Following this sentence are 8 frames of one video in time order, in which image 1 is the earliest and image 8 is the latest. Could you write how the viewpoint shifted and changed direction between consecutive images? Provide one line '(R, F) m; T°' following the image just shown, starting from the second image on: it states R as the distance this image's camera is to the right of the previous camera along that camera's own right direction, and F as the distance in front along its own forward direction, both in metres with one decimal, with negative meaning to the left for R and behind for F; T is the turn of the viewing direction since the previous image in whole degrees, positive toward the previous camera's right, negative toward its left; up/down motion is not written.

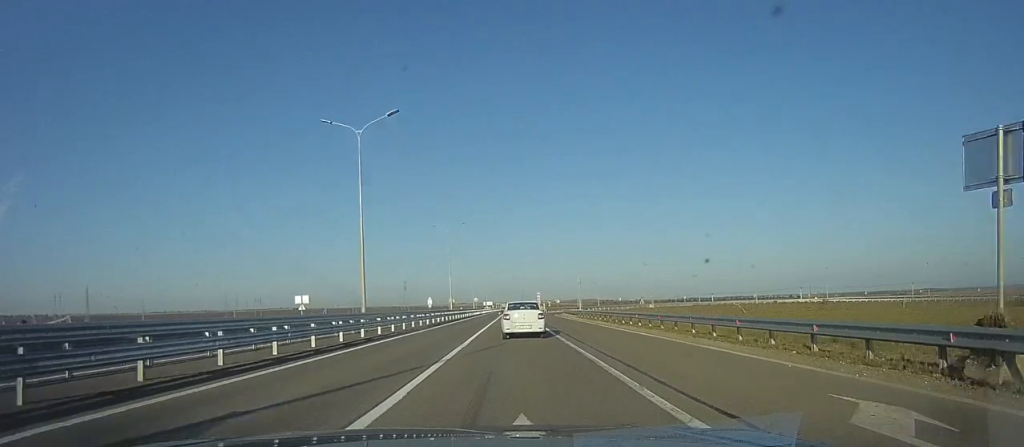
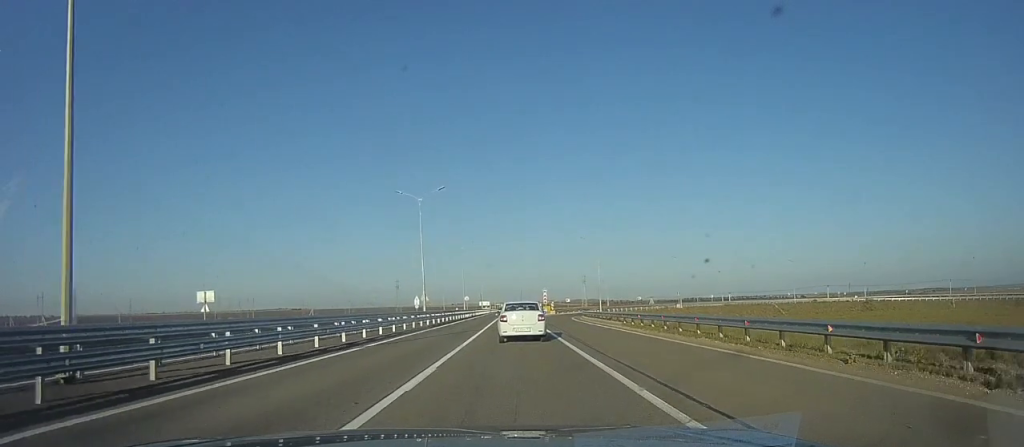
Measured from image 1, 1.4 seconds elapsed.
(+0.8, +19.5) m; -2°
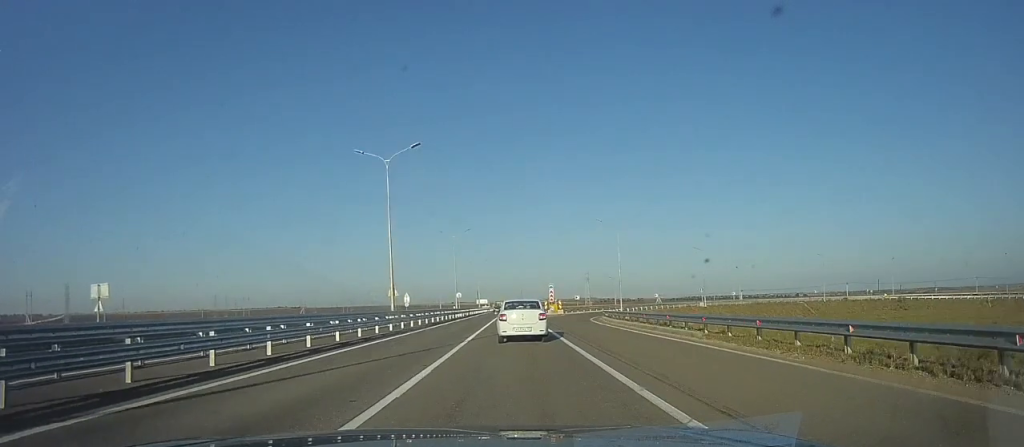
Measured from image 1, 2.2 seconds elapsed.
(-0.7, +12.6) m; -3°
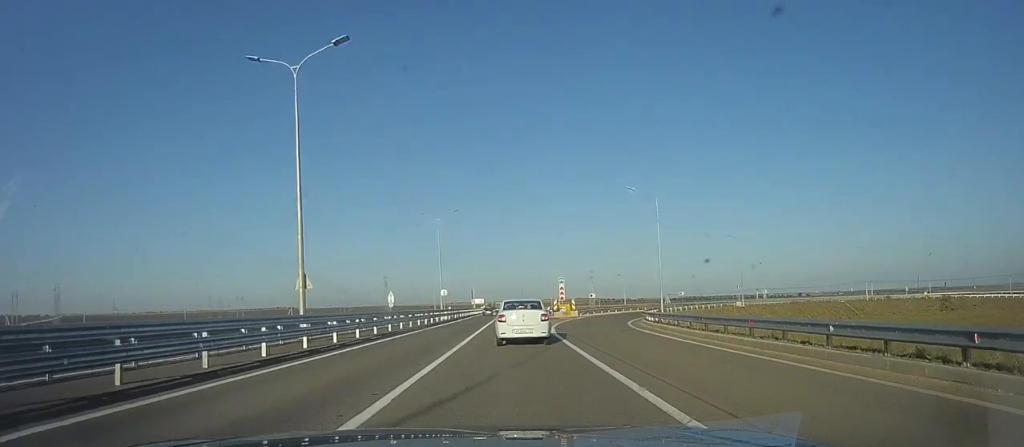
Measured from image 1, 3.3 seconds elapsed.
(0.0, +15.2) m; +1°
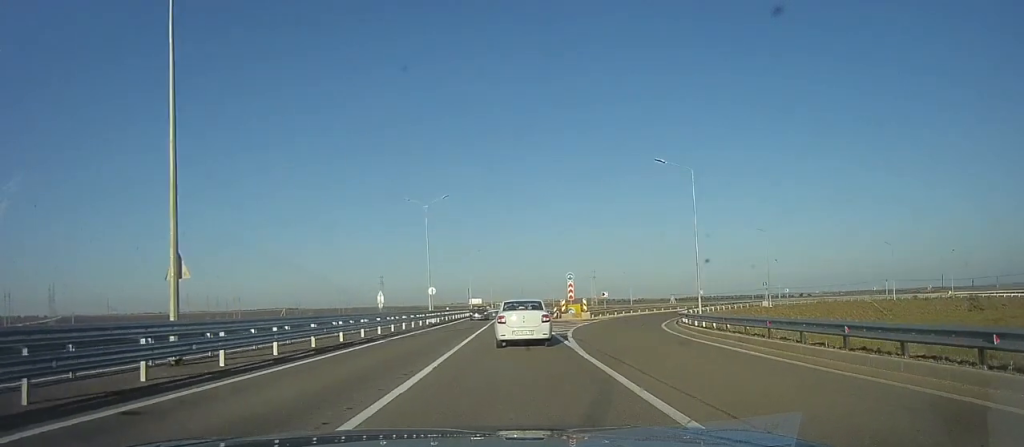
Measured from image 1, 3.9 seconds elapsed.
(-0.2, +7.9) m; +2°
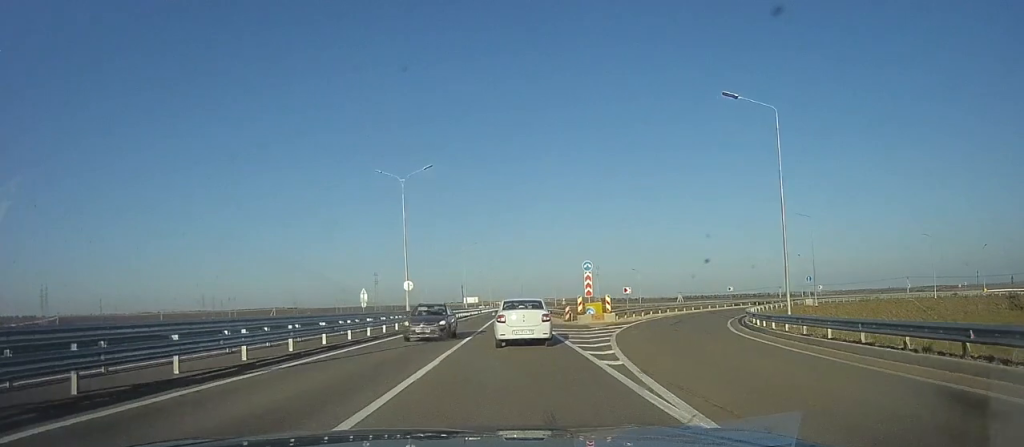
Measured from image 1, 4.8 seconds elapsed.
(+0.7, +10.5) m; -1°
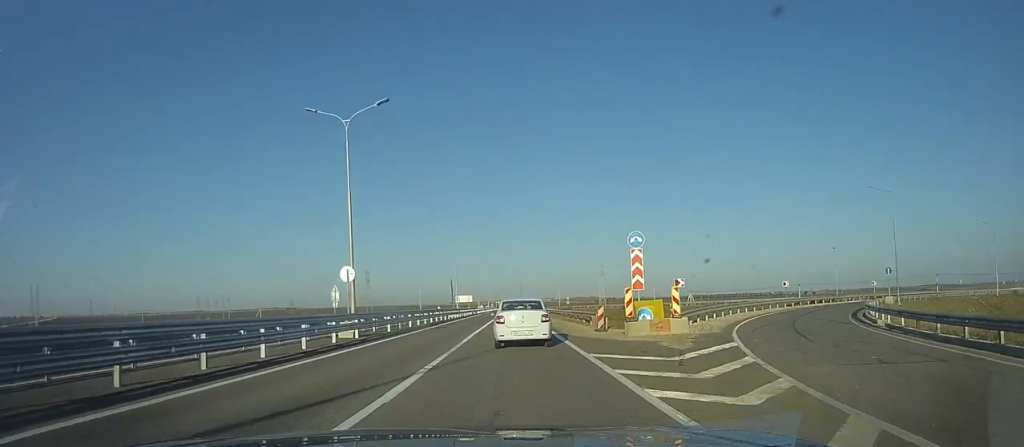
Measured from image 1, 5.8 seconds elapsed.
(-0.9, +13.4) m; +1°
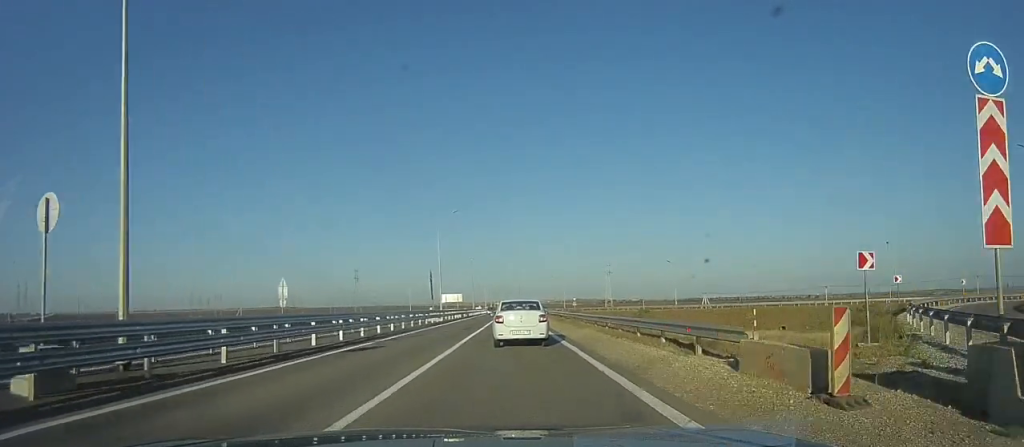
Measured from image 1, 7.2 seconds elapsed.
(+1.2, +16.8) m; 0°
